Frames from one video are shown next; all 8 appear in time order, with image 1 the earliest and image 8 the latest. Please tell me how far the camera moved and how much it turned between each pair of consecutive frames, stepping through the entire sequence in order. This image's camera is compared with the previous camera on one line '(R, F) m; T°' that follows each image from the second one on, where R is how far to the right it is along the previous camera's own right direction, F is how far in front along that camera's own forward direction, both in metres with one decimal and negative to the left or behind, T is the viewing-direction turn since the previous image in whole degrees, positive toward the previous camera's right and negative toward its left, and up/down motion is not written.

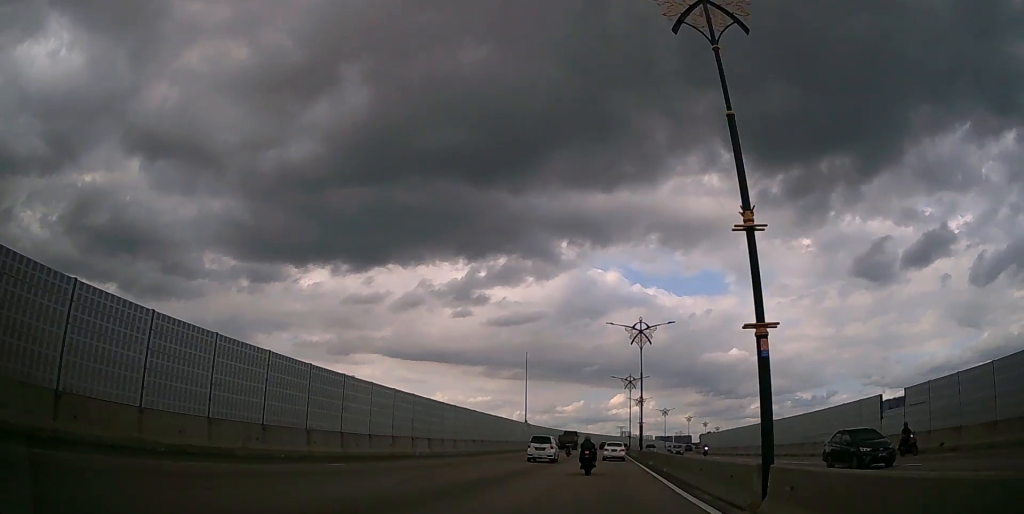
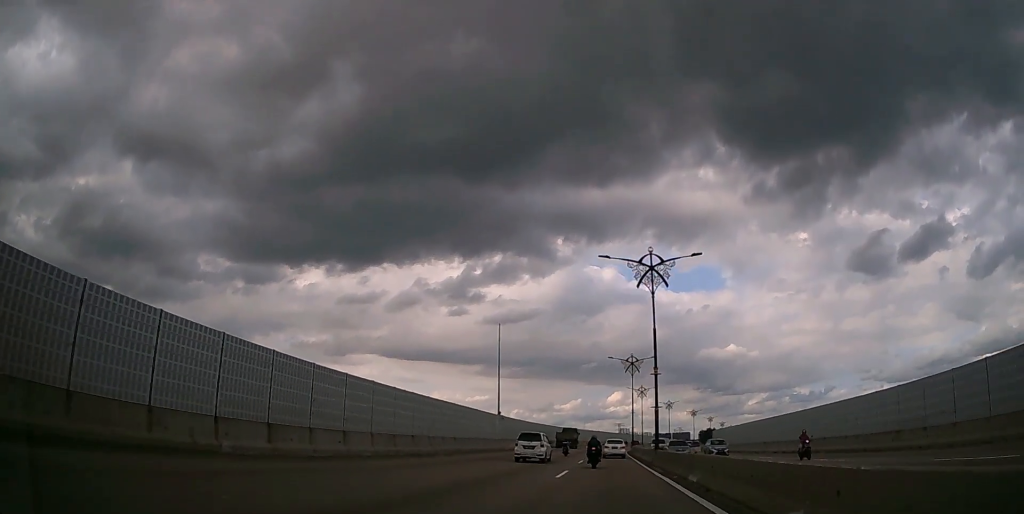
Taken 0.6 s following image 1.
(-0.1, +18.2) m; 0°
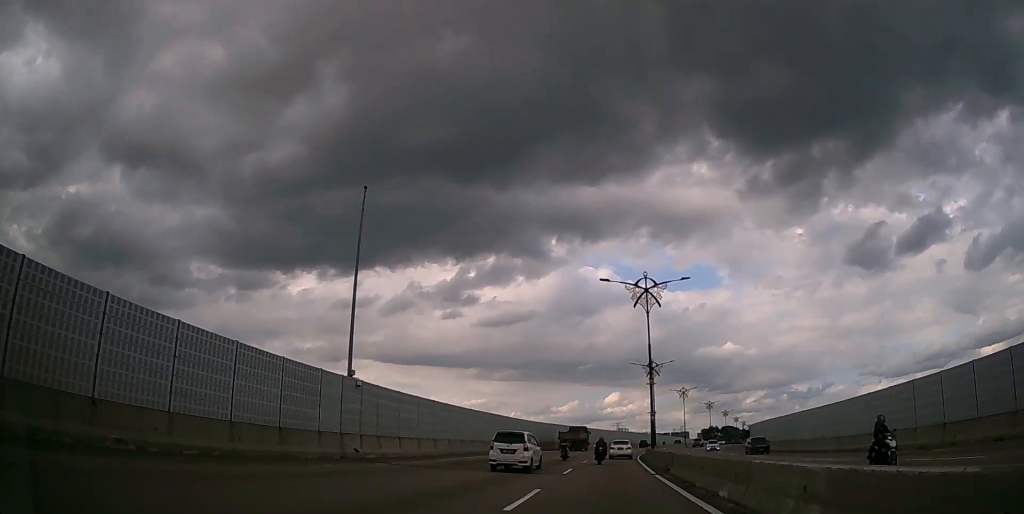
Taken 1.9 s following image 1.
(+0.2, +35.0) m; +1°
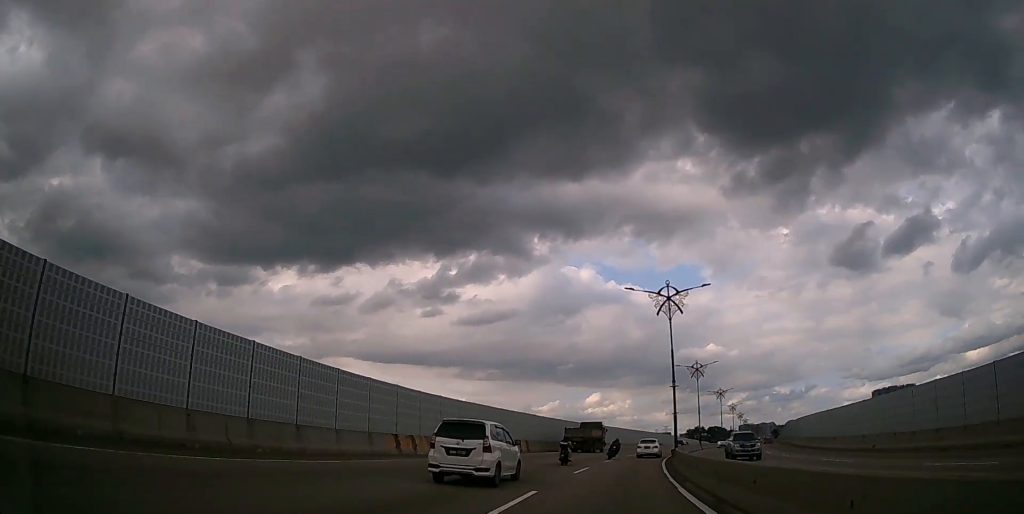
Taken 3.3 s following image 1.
(+0.3, +38.7) m; +2°
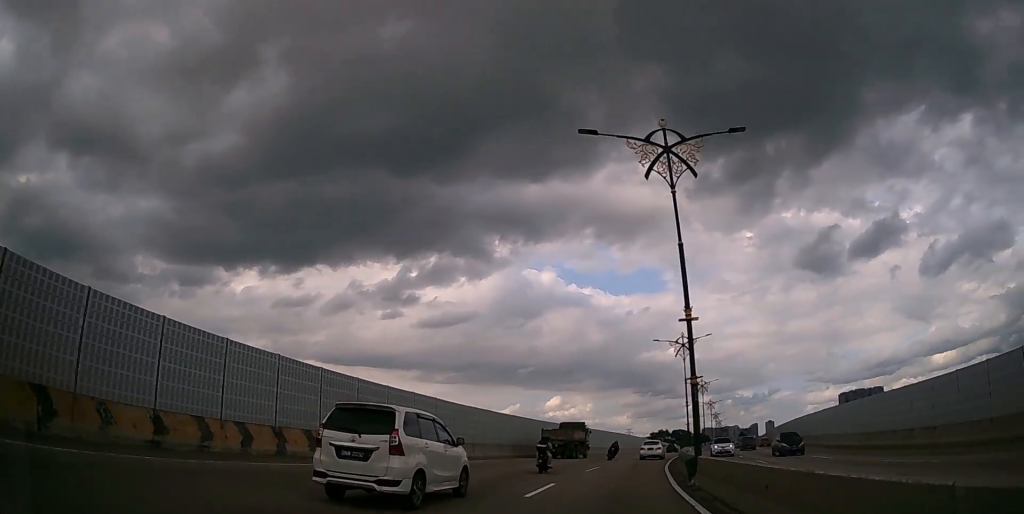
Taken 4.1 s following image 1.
(+0.5, +22.1) m; +3°
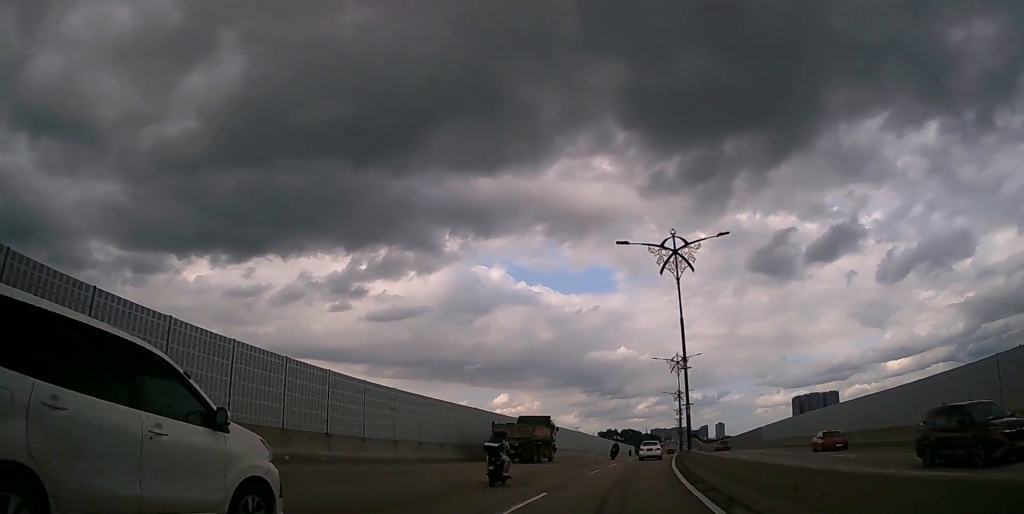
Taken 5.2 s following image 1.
(+1.2, +28.4) m; +5°
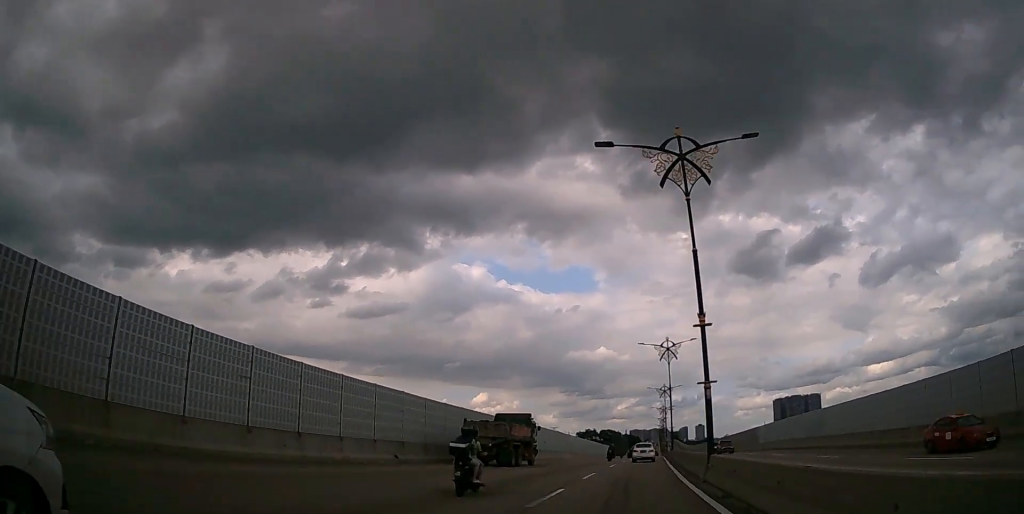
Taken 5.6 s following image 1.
(+0.2, +11.8) m; +2°
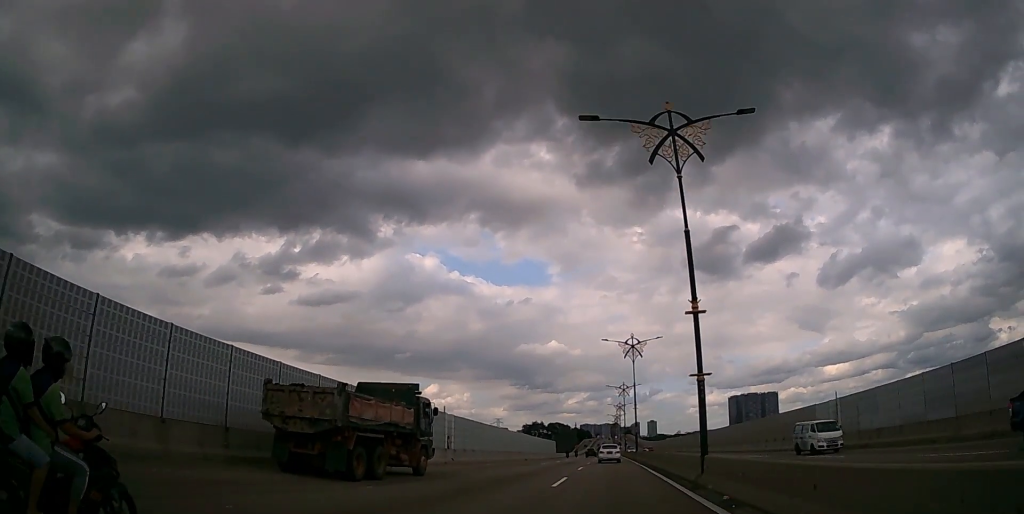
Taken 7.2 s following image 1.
(+2.6, +41.4) m; +5°
